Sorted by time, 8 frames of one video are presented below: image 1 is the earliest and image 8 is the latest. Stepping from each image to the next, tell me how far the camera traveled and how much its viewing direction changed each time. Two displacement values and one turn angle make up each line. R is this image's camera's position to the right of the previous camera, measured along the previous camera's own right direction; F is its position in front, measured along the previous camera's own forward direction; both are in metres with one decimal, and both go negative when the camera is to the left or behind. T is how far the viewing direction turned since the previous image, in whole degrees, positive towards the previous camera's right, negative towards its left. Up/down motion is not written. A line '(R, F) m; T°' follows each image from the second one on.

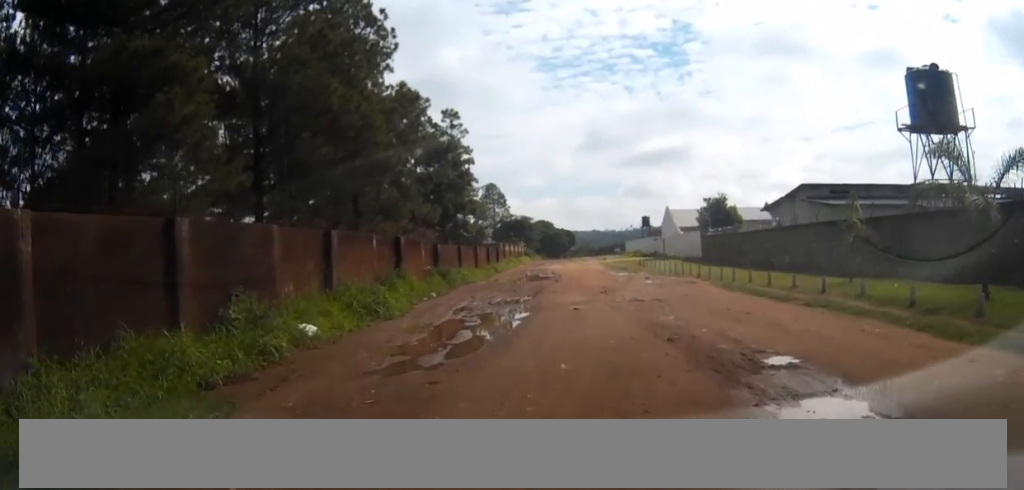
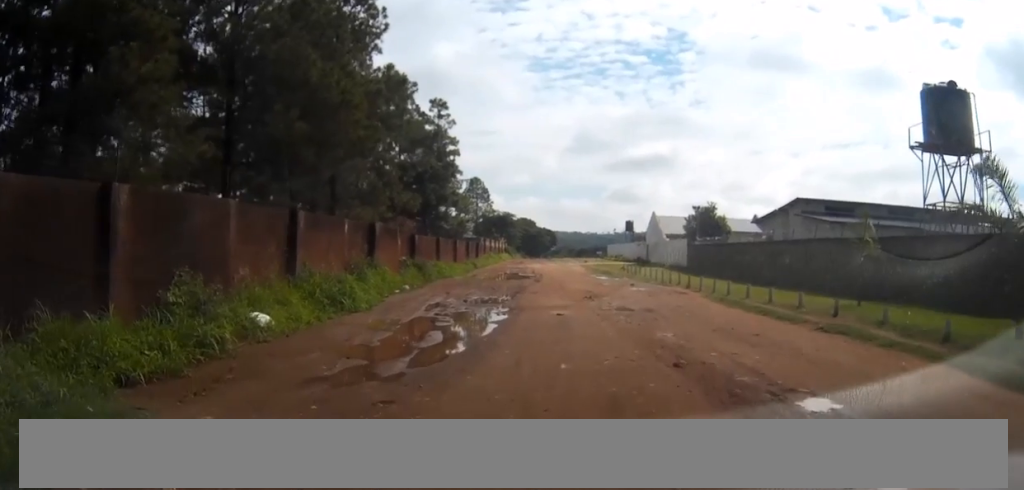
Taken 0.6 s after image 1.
(+0.1, +2.0) m; +4°
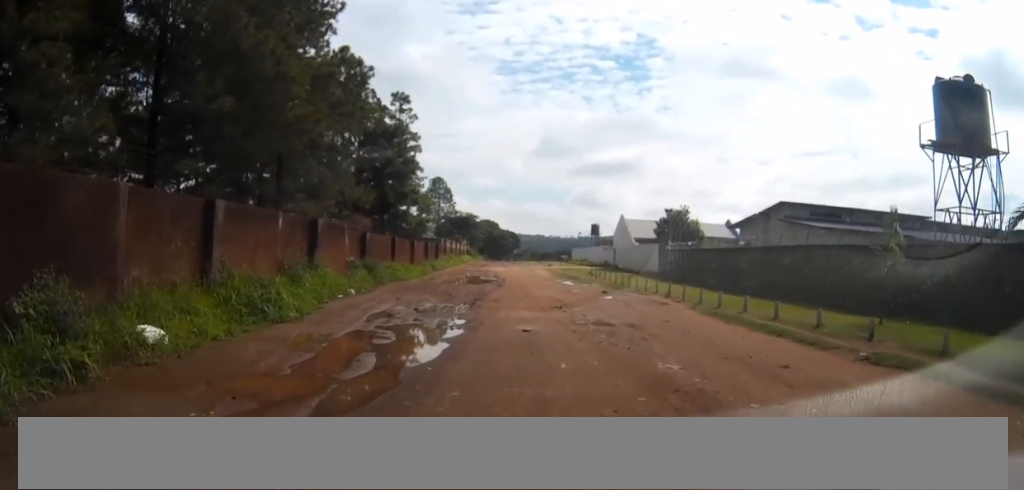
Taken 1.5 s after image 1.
(+0.3, +3.2) m; +6°
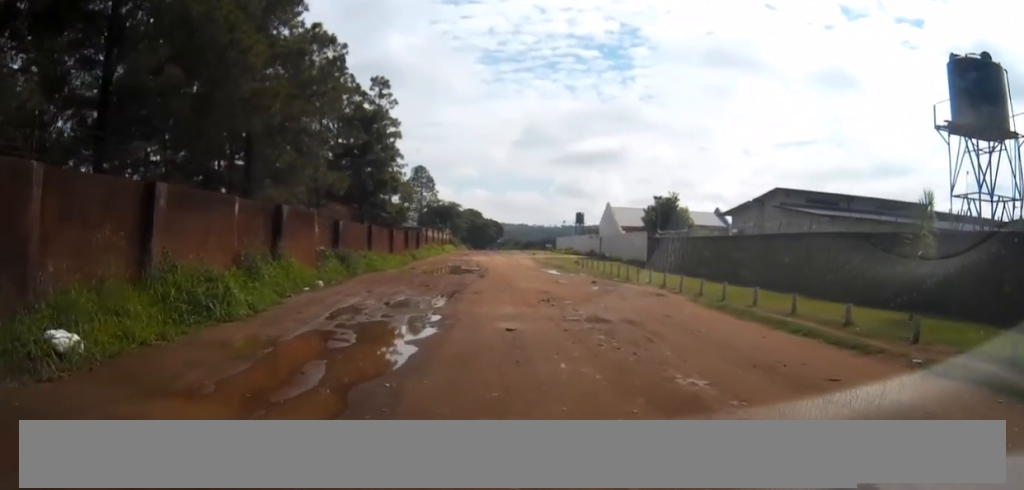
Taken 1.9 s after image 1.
(0.0, +2.2) m; +1°
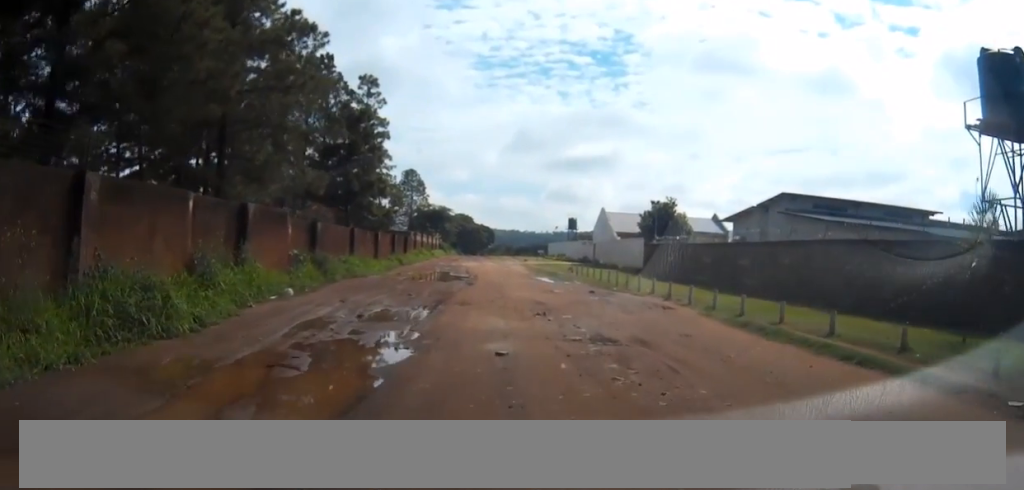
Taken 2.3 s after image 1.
(0.0, +2.2) m; +1°
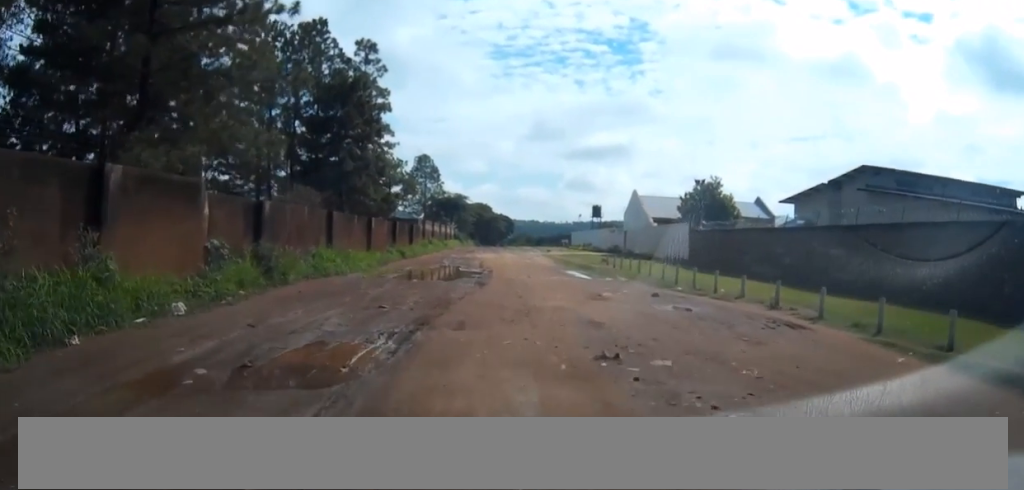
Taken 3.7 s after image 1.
(+0.1, +8.7) m; -1°
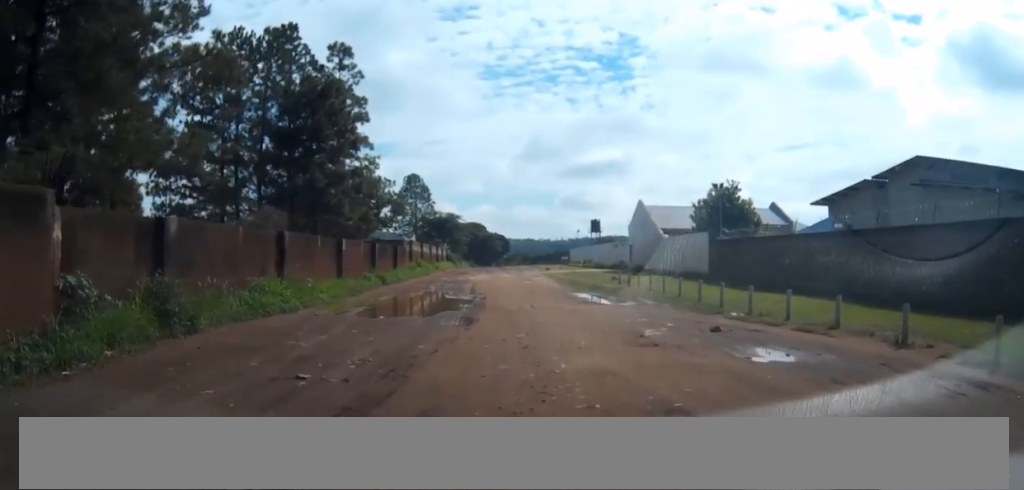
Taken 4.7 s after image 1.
(-0.1, +6.2) m; 0°
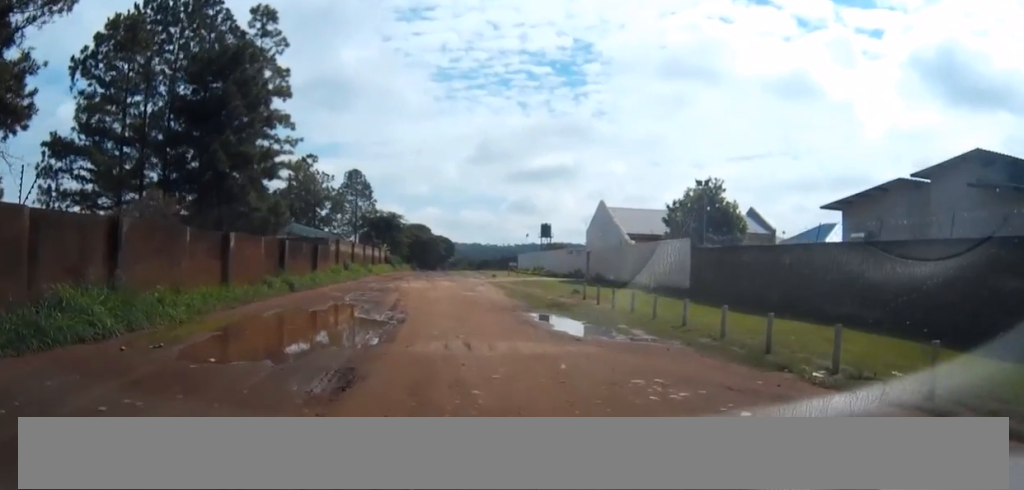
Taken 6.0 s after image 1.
(+0.2, +8.0) m; +2°
